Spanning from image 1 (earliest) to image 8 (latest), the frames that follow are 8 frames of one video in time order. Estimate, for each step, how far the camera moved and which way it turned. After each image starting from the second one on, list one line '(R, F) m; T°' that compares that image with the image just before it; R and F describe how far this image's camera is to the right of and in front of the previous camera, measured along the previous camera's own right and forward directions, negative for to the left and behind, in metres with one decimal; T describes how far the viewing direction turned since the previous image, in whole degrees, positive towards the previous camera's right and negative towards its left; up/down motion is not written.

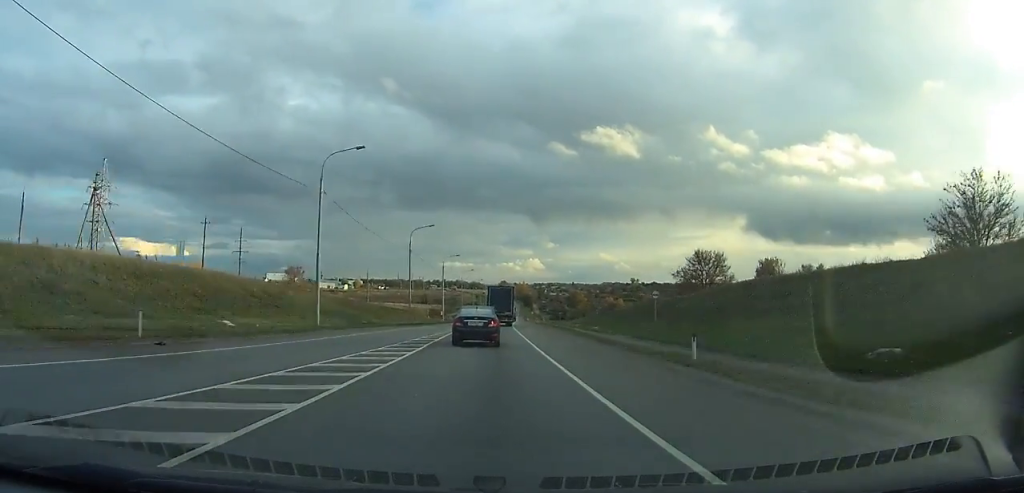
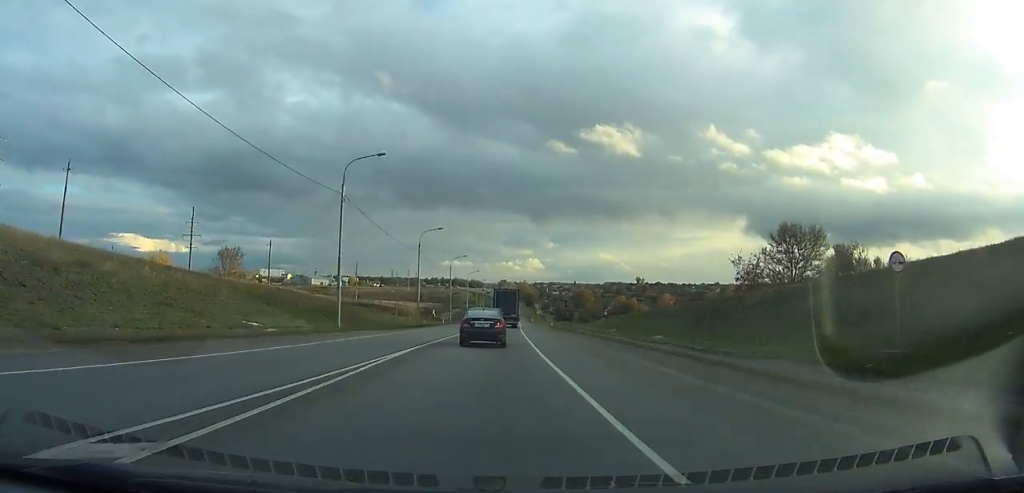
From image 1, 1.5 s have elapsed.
(-0.2, +30.0) m; 0°
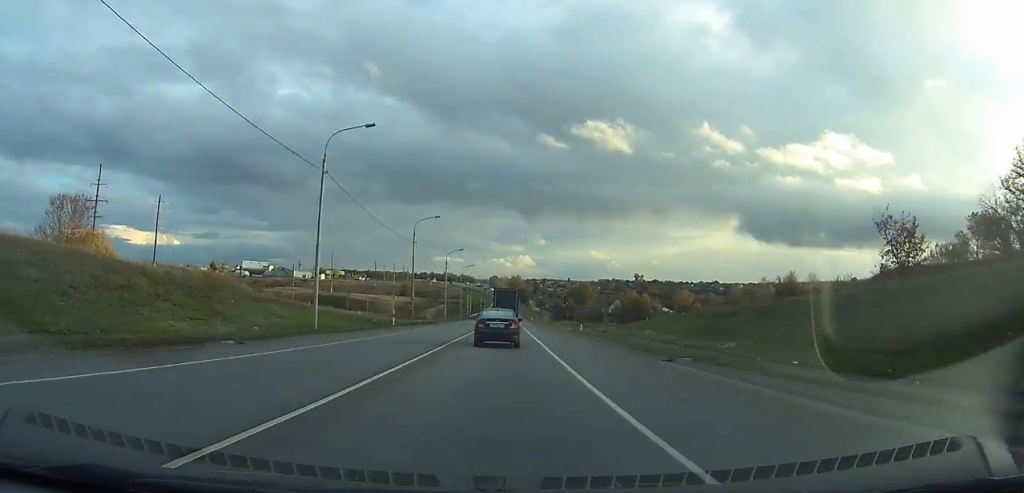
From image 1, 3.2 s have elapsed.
(0.0, +34.7) m; 0°
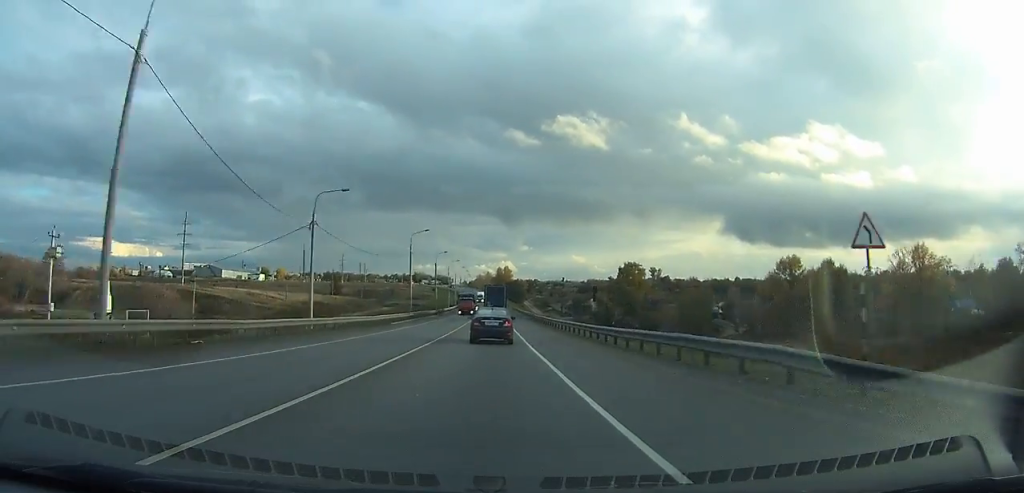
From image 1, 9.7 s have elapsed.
(+1.6, +139.5) m; +1°
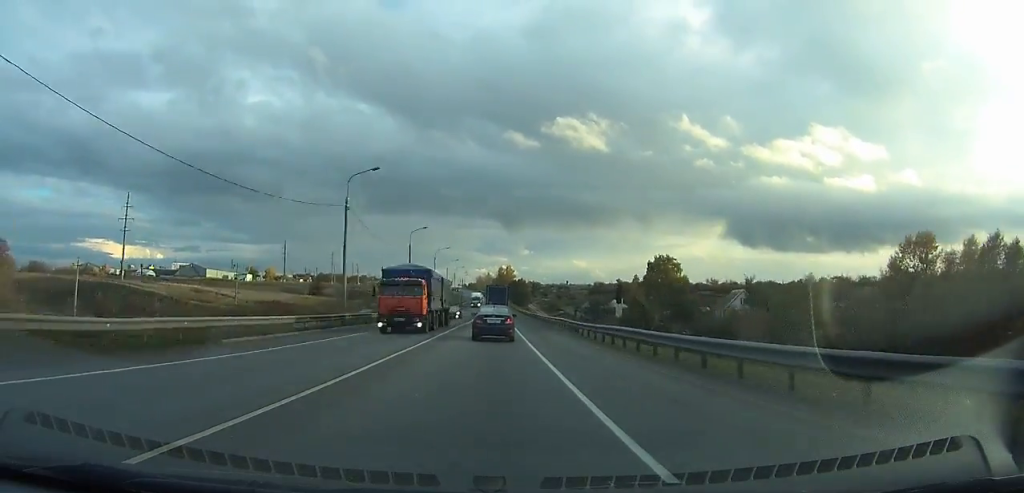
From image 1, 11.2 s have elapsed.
(0.0, +33.4) m; 0°
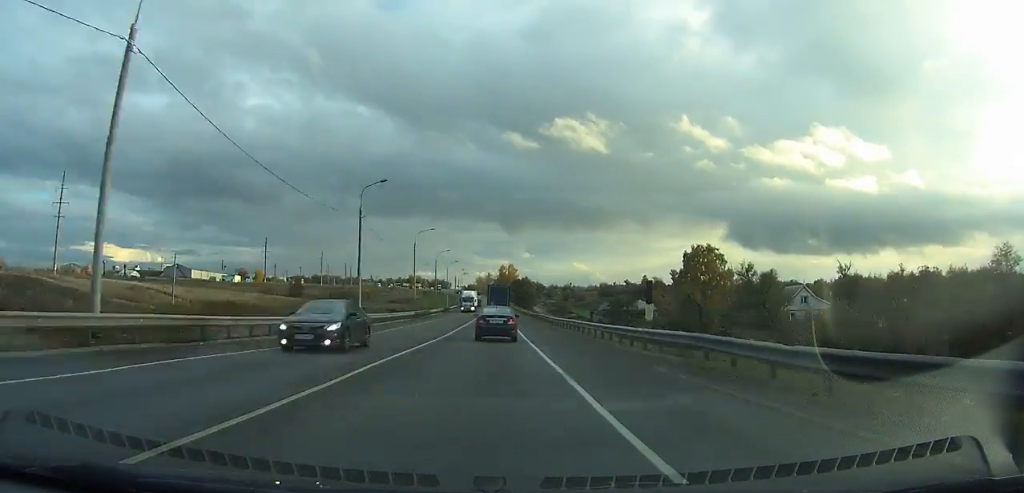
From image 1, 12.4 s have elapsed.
(0.0, +27.3) m; 0°
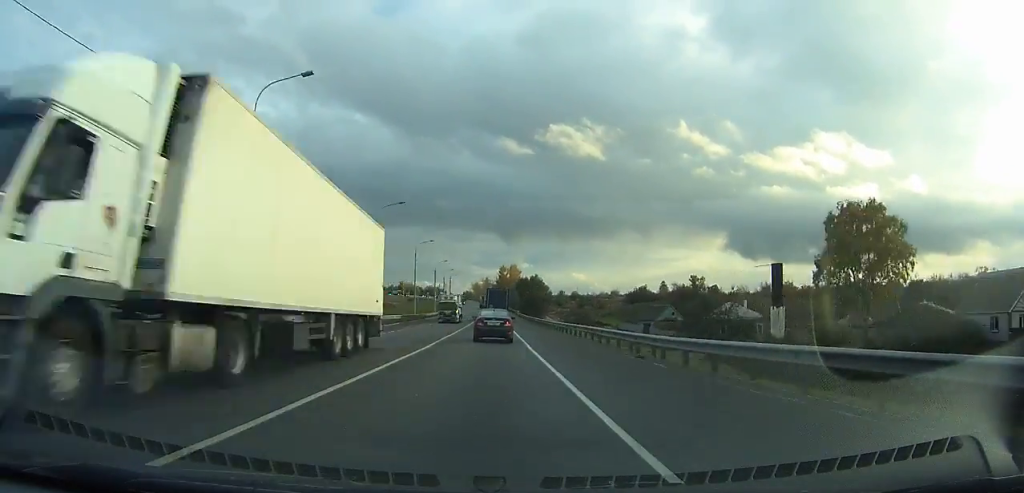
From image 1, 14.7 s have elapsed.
(0.0, +52.8) m; 0°
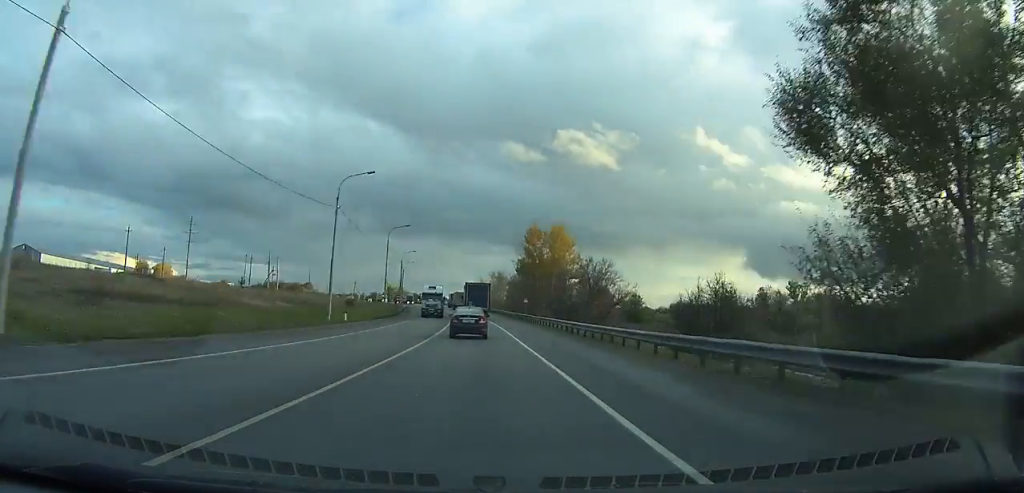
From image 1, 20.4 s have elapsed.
(-0.4, +134.1) m; -2°
